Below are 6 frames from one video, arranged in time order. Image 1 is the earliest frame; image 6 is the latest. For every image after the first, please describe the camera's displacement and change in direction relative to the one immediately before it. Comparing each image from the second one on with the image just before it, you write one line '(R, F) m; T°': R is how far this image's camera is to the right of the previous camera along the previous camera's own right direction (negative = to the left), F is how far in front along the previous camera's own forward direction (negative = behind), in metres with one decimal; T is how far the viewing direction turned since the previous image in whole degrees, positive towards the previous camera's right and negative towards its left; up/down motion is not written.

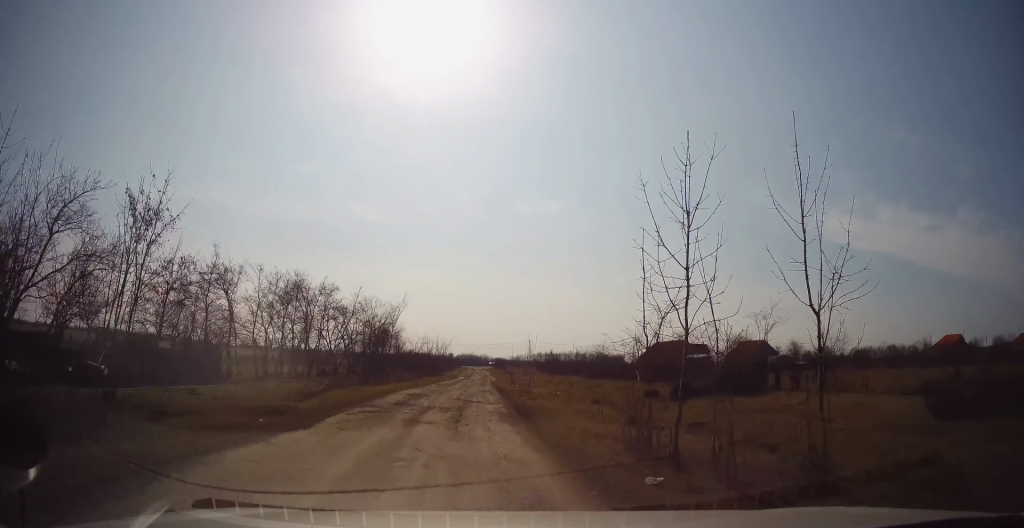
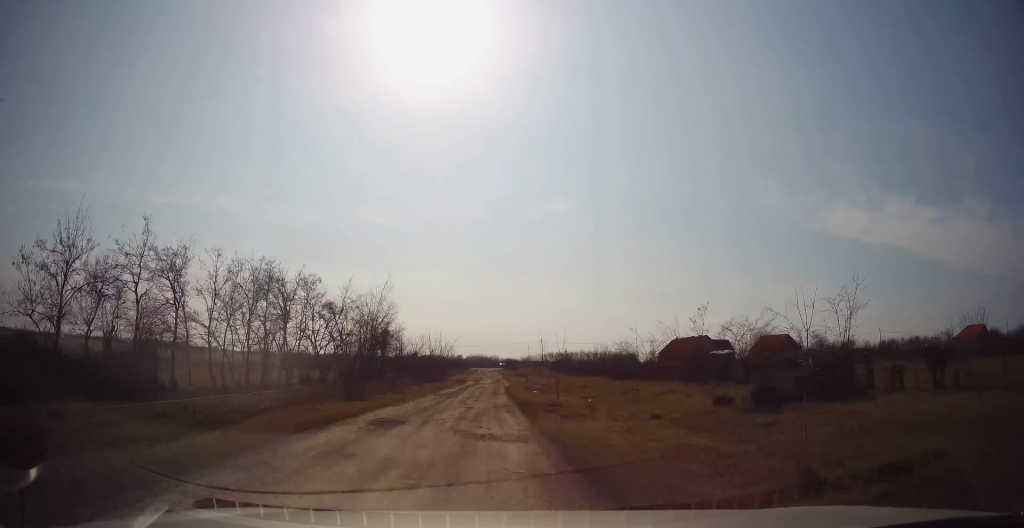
(0.0, +7.0) m; 0°
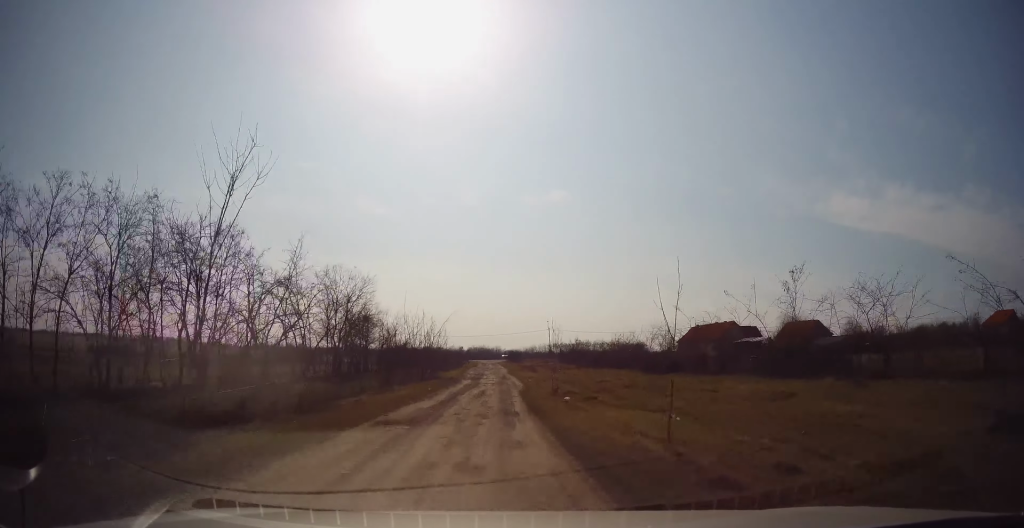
(0.0, +12.9) m; +2°
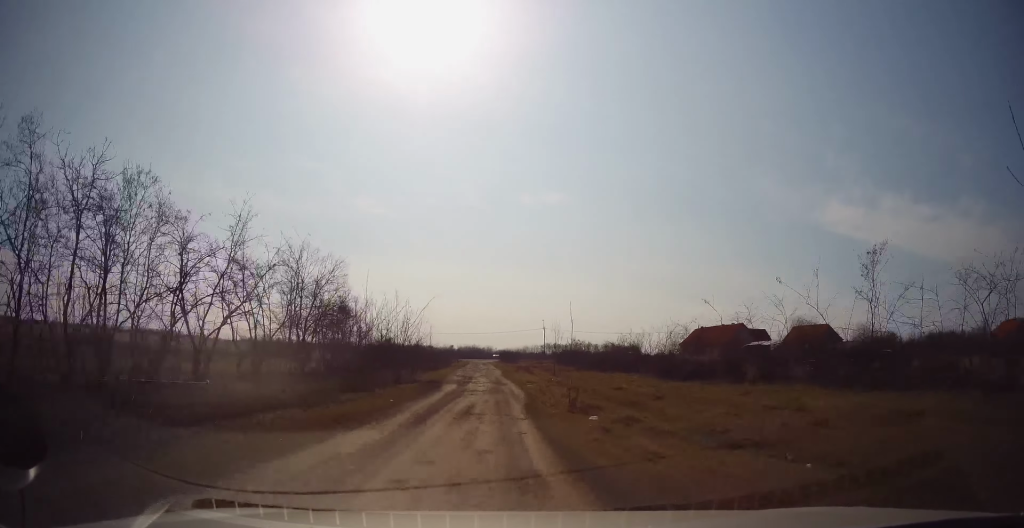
(+0.2, +7.1) m; +1°
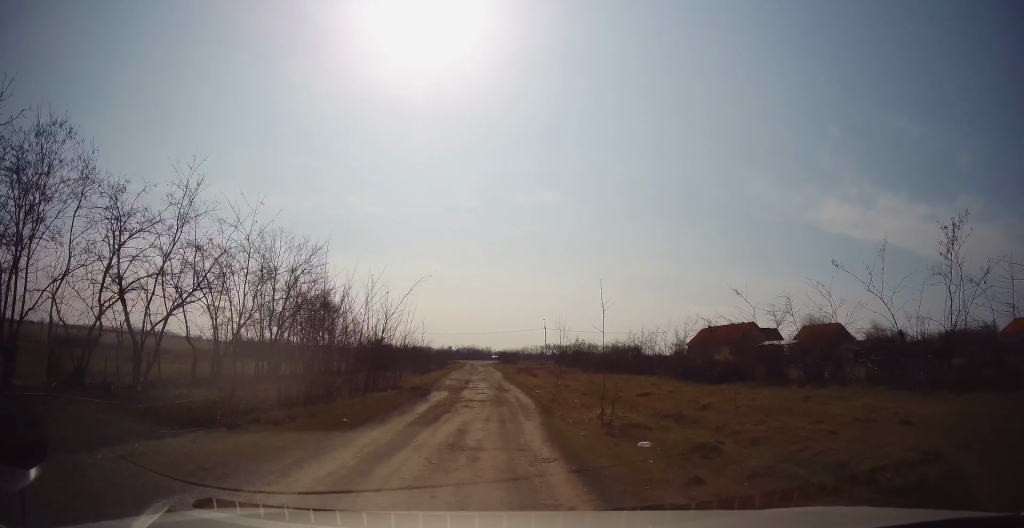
(+0.2, +4.7) m; 0°
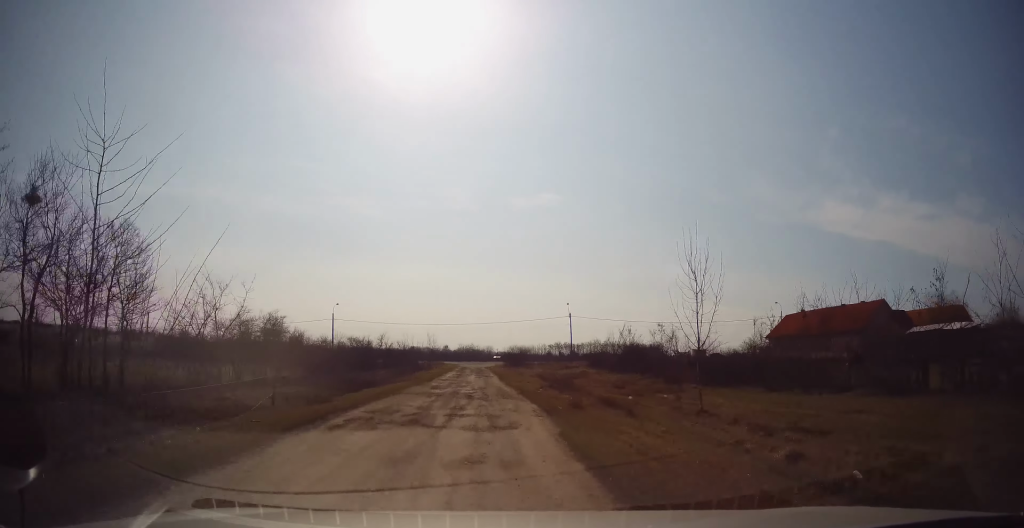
(-0.6, +33.9) m; 0°
